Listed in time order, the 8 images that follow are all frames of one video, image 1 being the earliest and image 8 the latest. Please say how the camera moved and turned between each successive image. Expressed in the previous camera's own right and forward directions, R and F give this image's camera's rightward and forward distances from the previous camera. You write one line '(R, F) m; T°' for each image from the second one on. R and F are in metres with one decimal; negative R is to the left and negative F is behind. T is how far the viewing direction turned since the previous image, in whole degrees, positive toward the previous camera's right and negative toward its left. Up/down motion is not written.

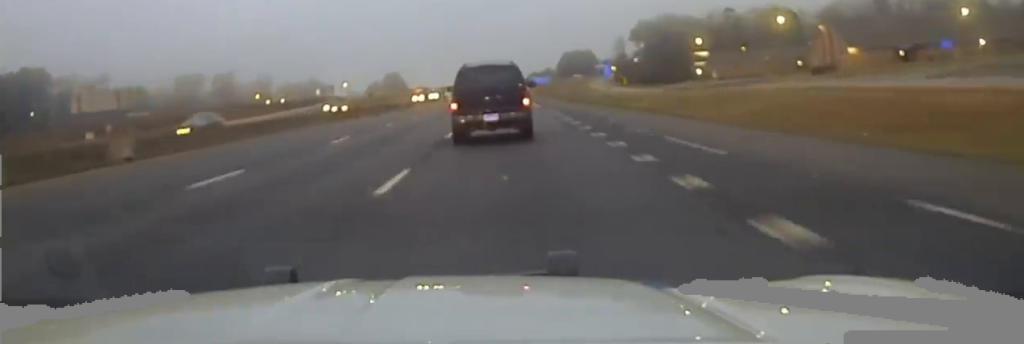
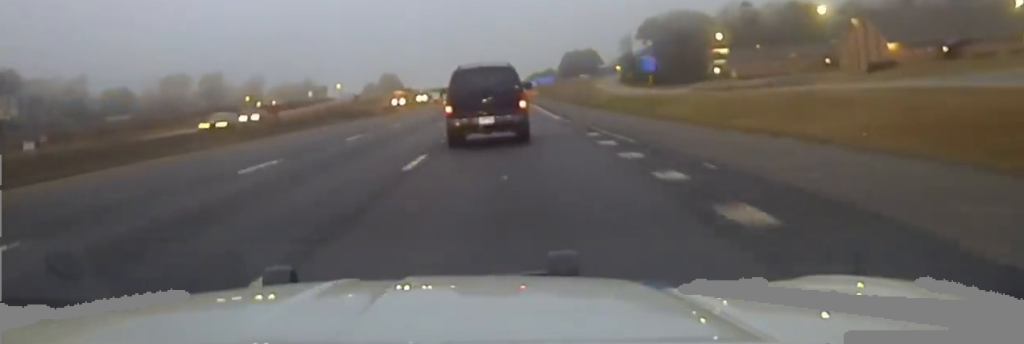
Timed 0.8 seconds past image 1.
(-0.1, +20.8) m; -1°
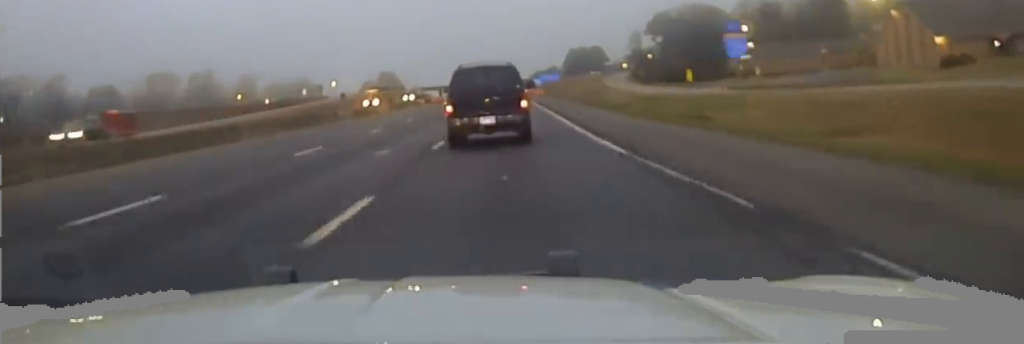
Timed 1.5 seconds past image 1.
(-0.4, +18.7) m; 0°
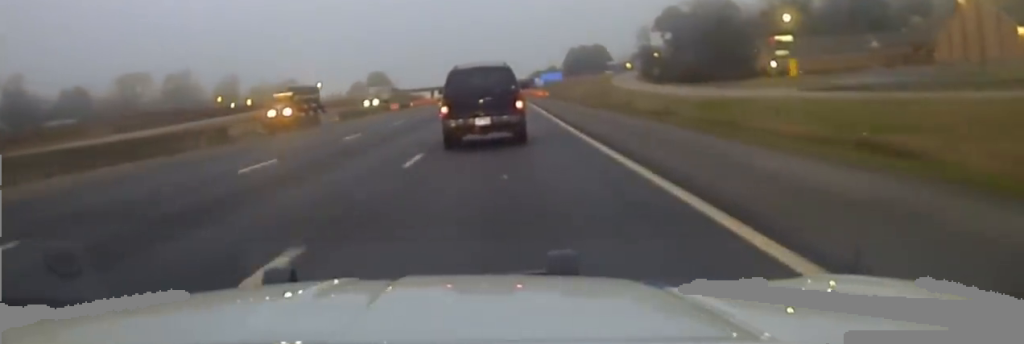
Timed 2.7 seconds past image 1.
(+0.8, +29.2) m; +2°
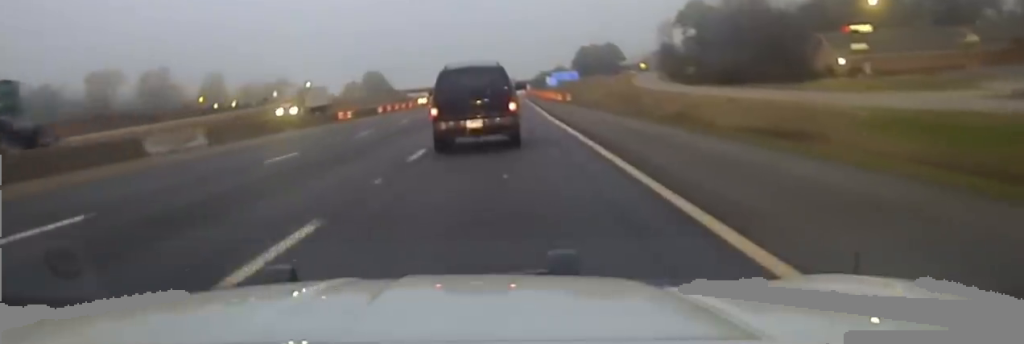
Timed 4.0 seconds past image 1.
(-0.3, +32.8) m; -2°
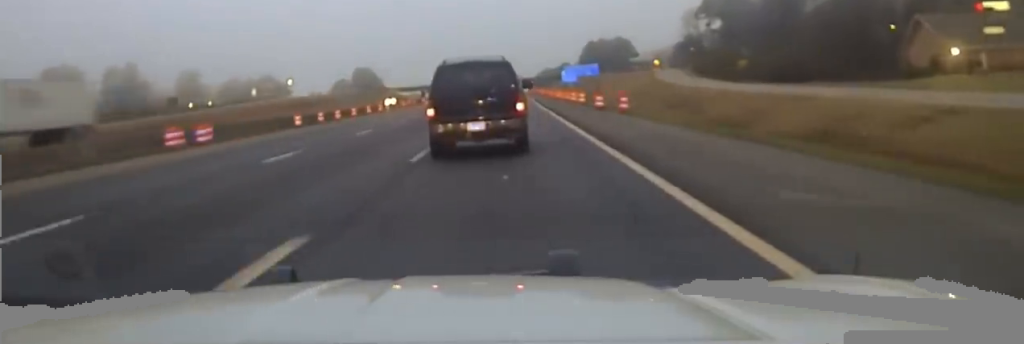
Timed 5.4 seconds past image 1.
(-0.2, +37.1) m; 0°
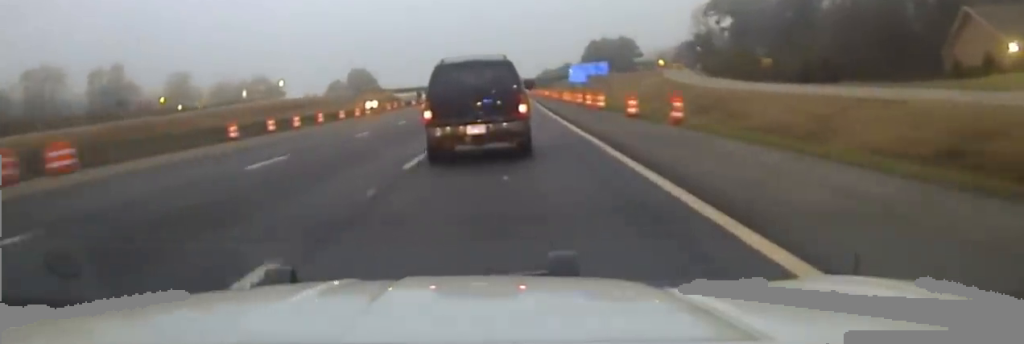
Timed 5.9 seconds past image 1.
(0.0, +13.1) m; 0°
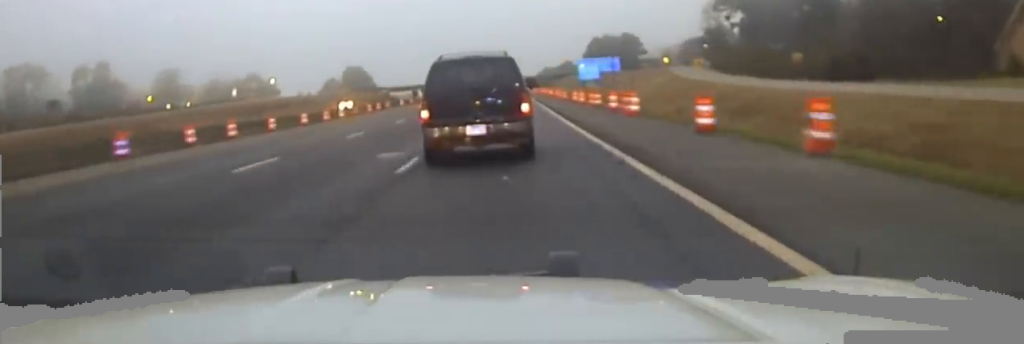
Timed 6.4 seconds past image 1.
(0.0, +13.1) m; 0°
